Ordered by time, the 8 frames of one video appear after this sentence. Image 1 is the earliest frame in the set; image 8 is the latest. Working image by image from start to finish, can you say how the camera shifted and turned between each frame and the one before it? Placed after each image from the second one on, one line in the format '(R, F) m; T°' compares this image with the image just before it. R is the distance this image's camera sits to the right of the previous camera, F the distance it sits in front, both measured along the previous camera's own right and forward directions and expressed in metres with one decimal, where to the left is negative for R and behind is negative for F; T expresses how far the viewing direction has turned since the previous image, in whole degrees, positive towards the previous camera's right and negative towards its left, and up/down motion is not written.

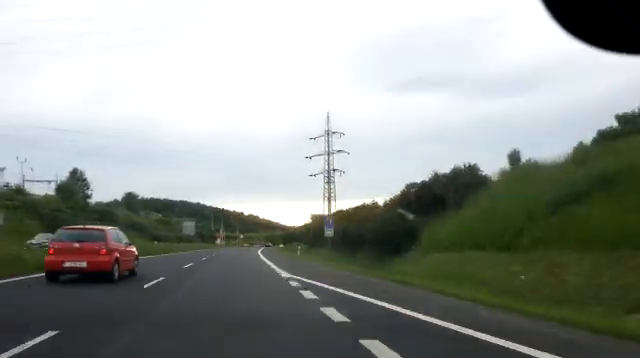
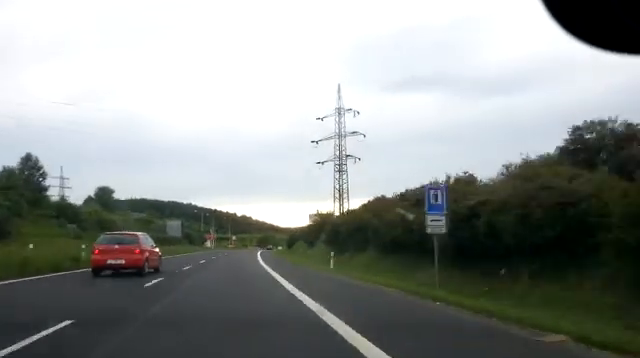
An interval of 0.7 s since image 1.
(+0.5, +16.5) m; +2°
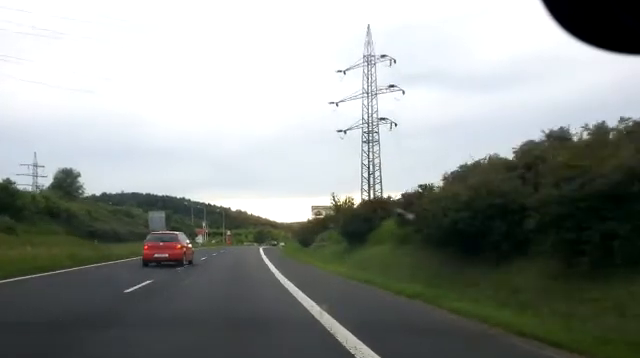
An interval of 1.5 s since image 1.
(0.0, +19.9) m; +1°
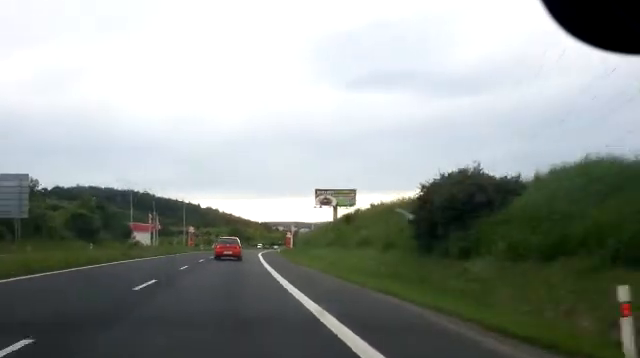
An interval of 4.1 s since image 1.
(+2.1, +61.8) m; +4°
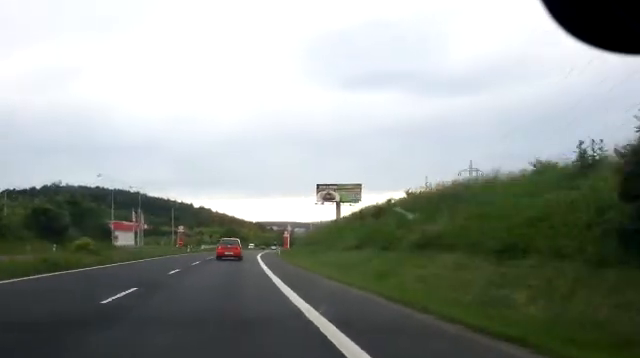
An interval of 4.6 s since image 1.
(+0.1, +11.1) m; +1°
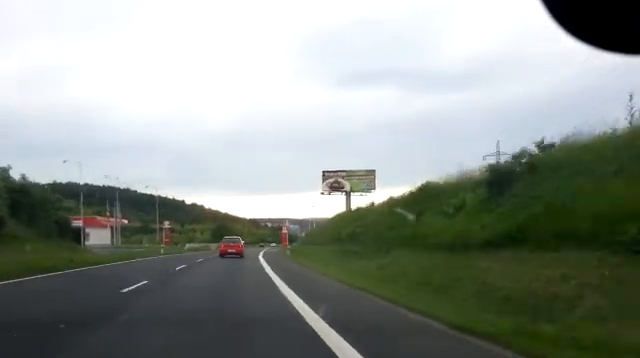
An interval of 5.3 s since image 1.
(0.0, +16.0) m; 0°
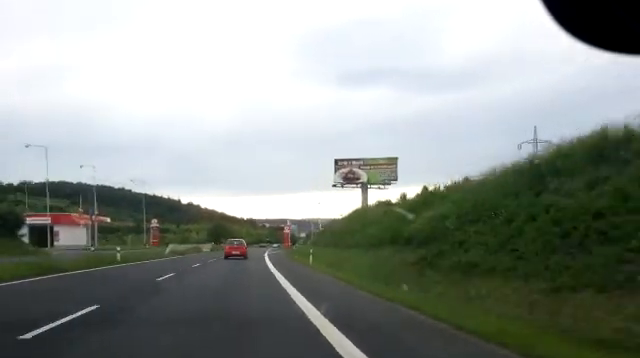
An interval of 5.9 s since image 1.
(0.0, +14.4) m; 0°
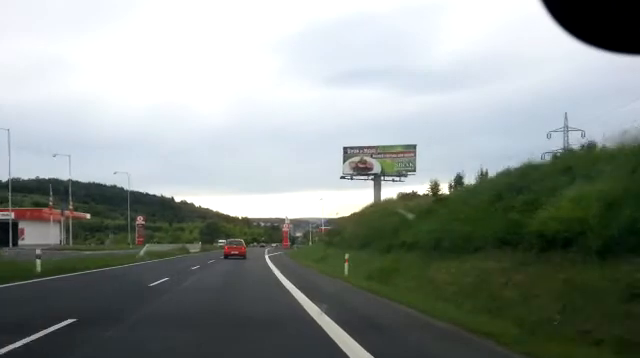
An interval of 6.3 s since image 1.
(-0.1, +10.4) m; +1°
